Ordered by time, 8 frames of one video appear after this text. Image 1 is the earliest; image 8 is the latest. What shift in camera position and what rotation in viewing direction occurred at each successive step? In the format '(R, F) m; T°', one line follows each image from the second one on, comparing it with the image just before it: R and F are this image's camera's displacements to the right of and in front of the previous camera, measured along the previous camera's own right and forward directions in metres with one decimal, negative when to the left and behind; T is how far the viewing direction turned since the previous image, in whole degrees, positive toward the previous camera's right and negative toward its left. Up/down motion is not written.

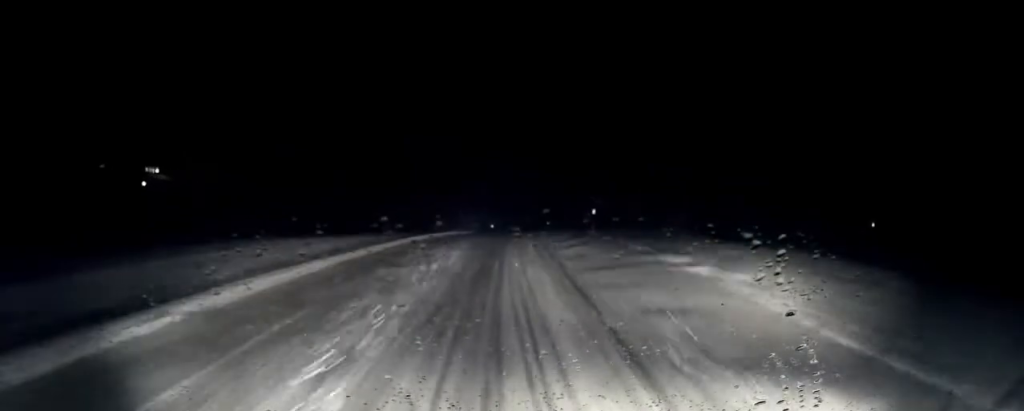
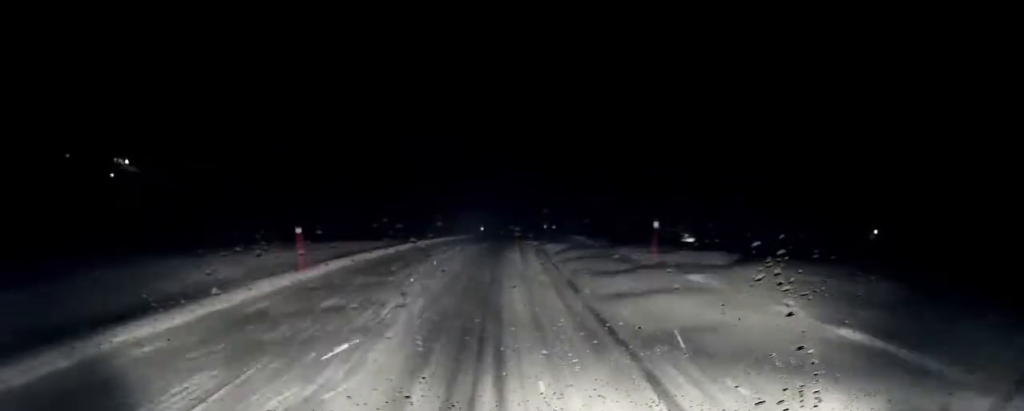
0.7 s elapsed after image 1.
(+0.2, +7.9) m; +1°
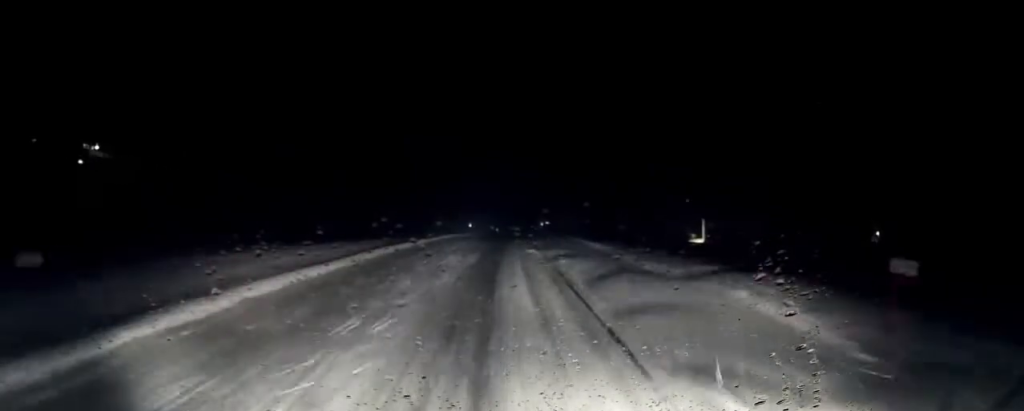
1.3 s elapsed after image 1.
(+0.1, +7.1) m; +1°
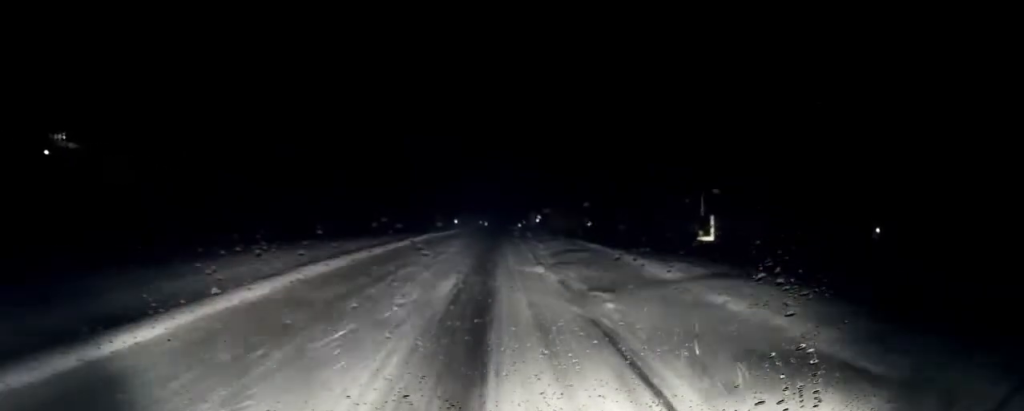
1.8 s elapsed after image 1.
(0.0, +6.7) m; 0°
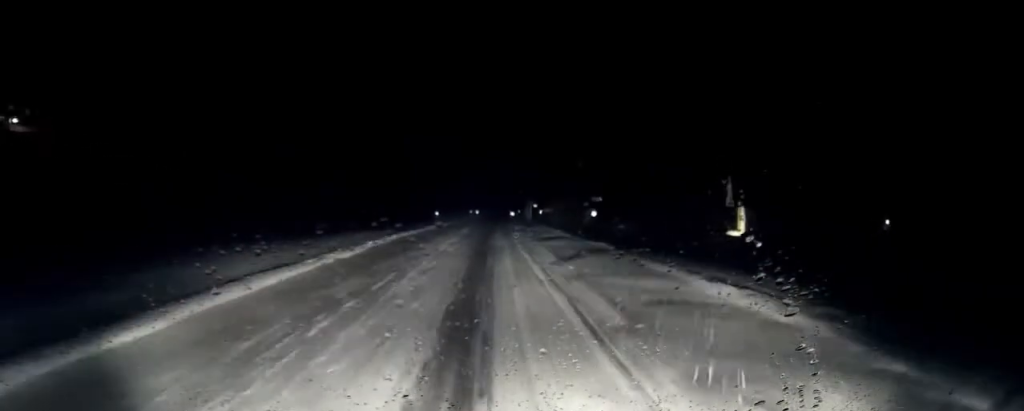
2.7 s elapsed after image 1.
(0.0, +10.6) m; 0°
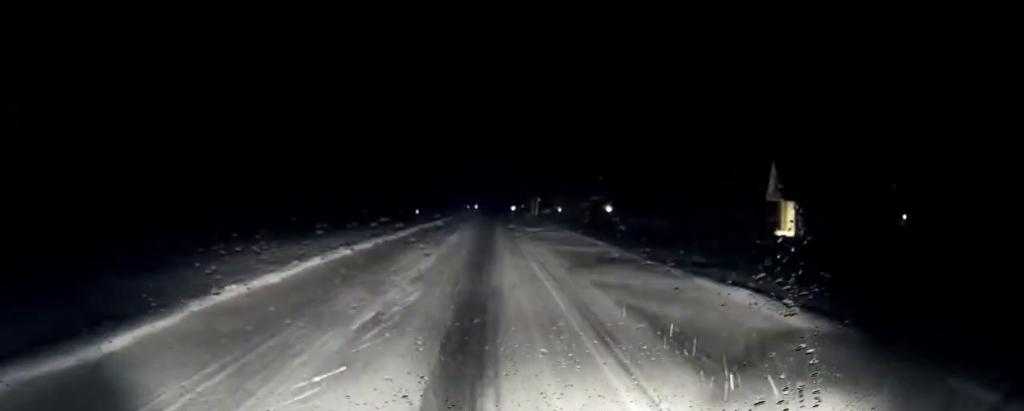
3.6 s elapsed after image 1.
(+0.1, +9.9) m; 0°
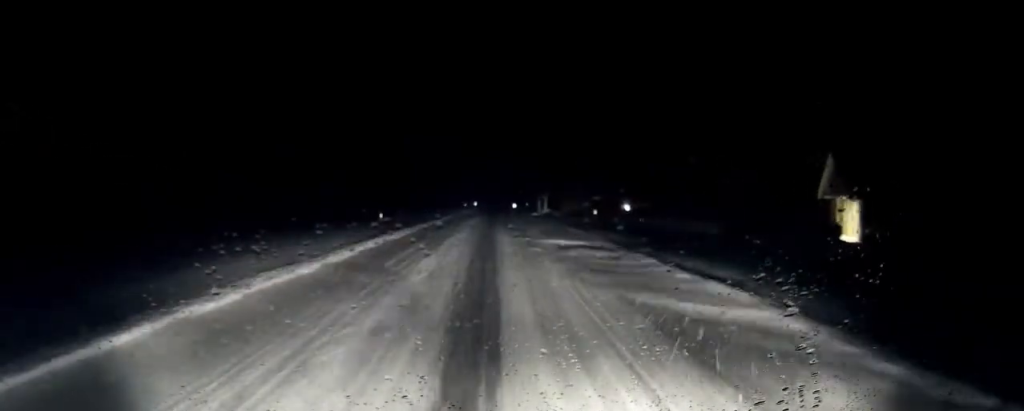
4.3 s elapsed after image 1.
(+0.1, +9.2) m; 0°
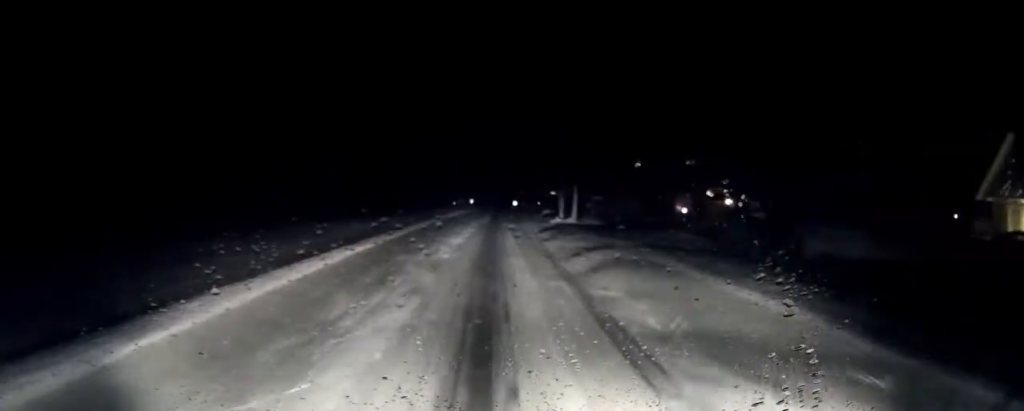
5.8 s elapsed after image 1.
(-0.1, +17.8) m; 0°
